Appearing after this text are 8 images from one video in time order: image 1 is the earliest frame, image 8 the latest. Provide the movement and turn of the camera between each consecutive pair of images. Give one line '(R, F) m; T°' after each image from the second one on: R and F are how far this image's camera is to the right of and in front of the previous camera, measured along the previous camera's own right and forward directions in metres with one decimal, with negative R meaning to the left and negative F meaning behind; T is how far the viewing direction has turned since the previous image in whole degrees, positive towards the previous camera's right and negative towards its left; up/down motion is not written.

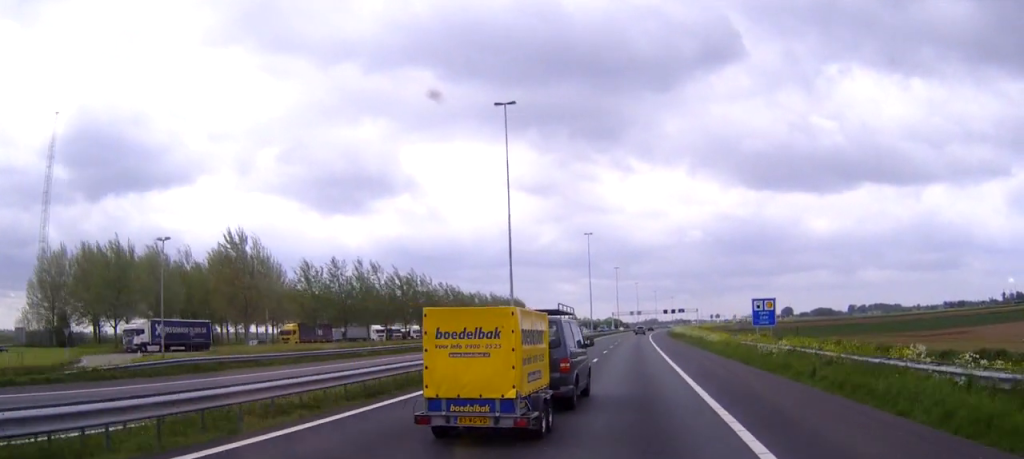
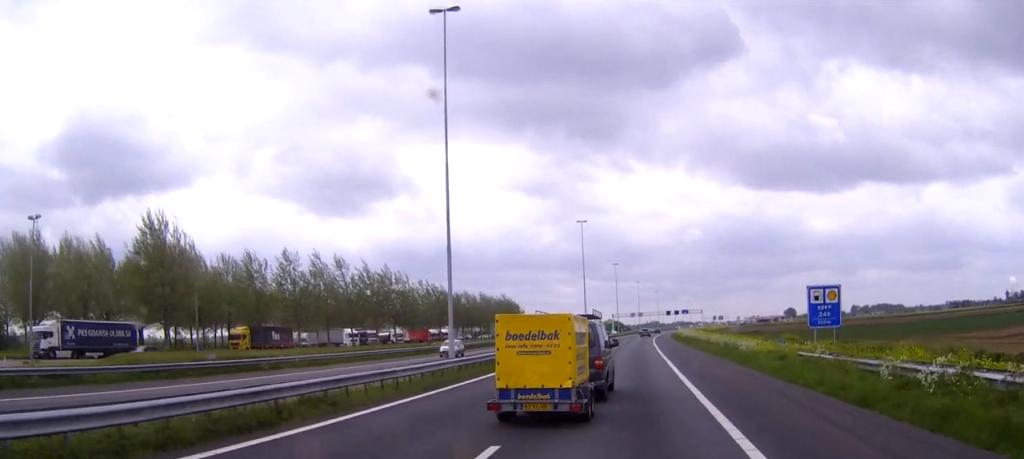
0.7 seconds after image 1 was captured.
(0.0, +16.8) m; 0°
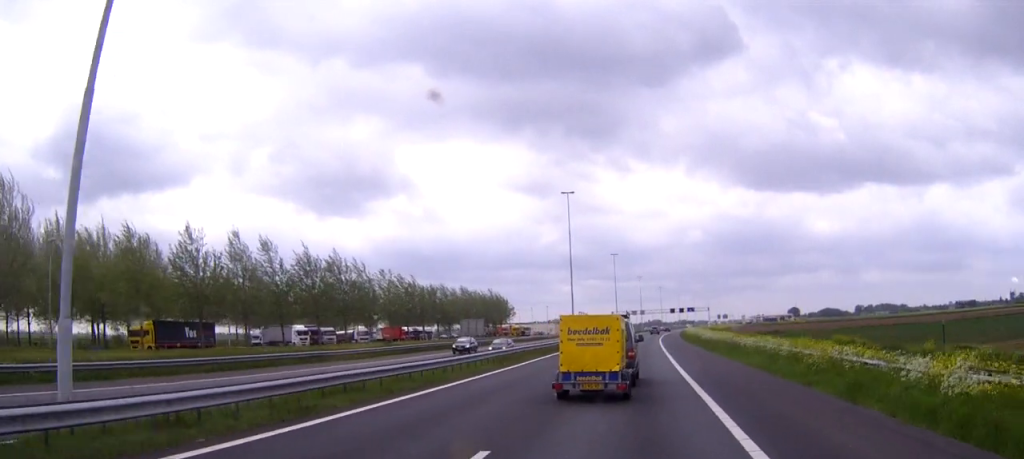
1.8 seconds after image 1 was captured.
(0.0, +24.4) m; 0°
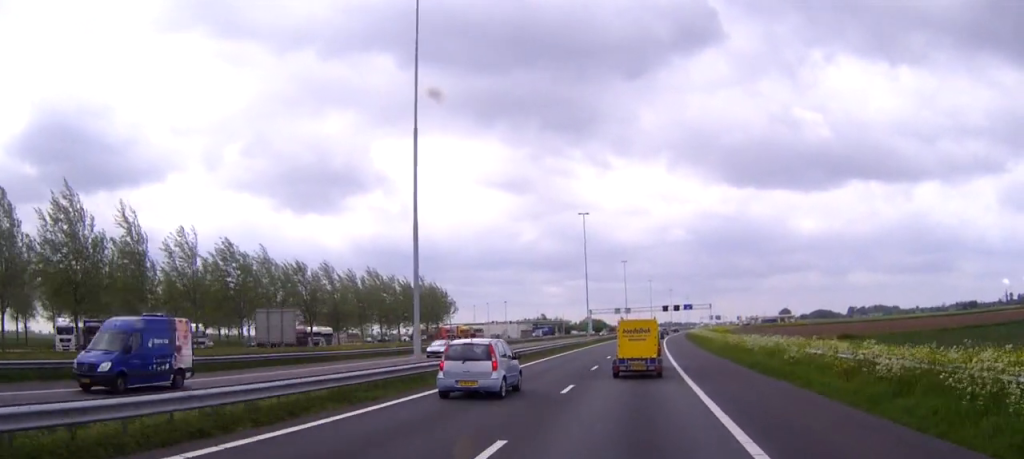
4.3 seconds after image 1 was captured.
(+0.5, +57.7) m; +1°
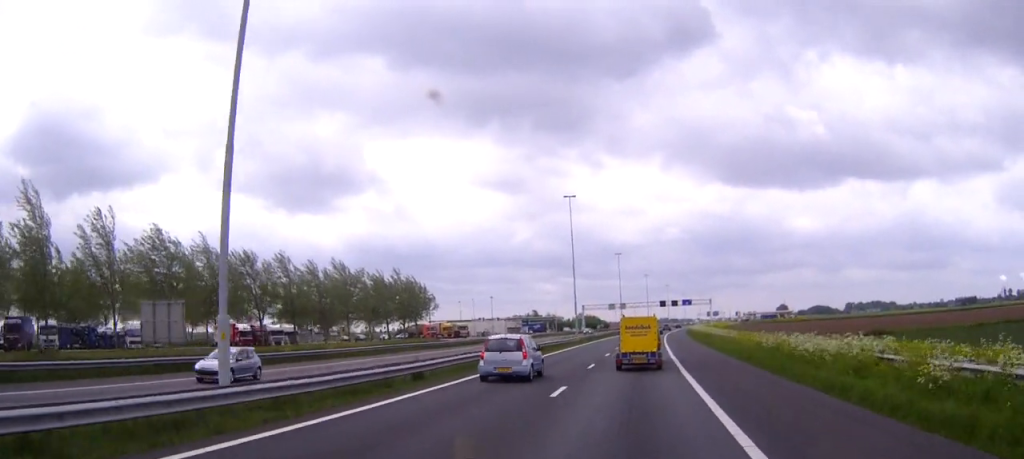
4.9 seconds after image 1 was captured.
(0.0, +13.7) m; 0°
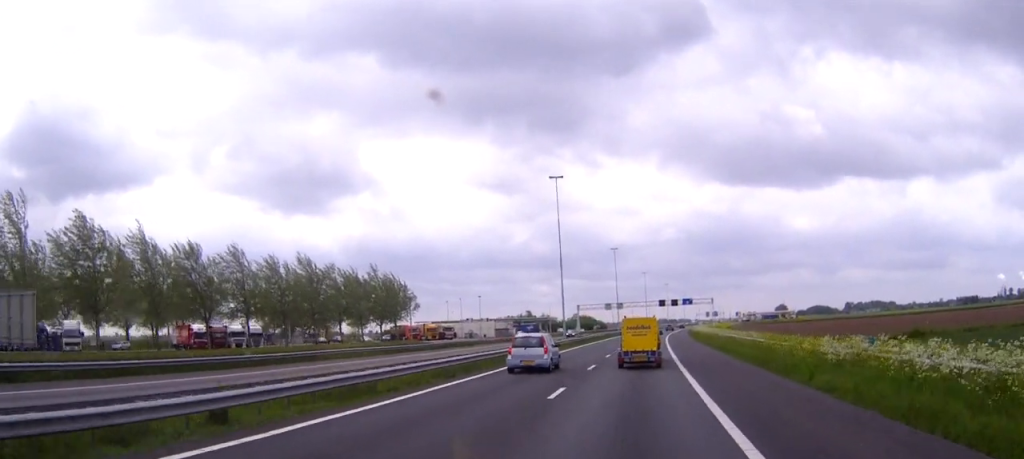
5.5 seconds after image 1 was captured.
(0.0, +12.2) m; 0°
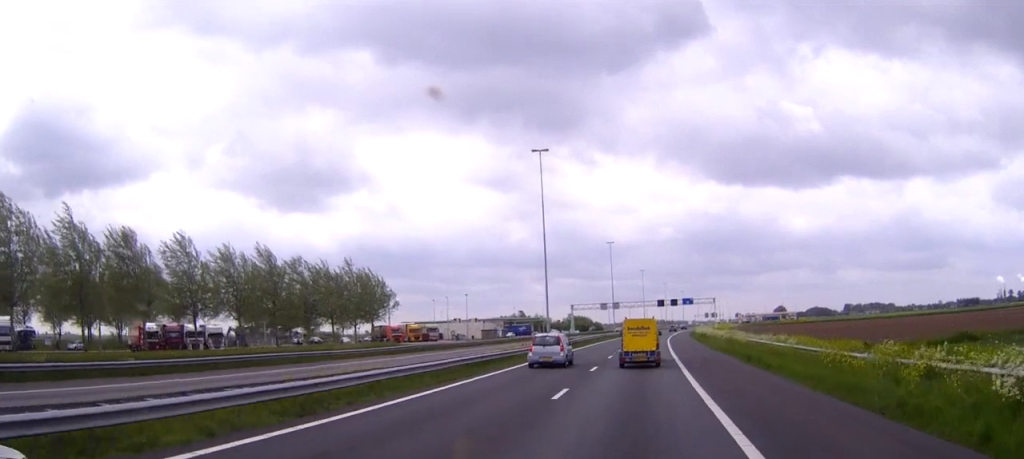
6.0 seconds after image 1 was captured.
(0.0, +11.4) m; 0°
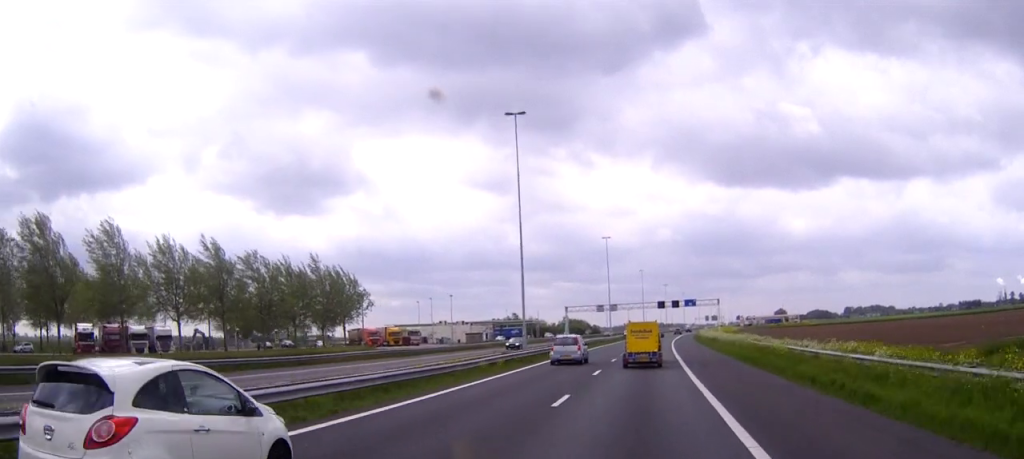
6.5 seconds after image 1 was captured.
(0.0, +13.0) m; 0°
